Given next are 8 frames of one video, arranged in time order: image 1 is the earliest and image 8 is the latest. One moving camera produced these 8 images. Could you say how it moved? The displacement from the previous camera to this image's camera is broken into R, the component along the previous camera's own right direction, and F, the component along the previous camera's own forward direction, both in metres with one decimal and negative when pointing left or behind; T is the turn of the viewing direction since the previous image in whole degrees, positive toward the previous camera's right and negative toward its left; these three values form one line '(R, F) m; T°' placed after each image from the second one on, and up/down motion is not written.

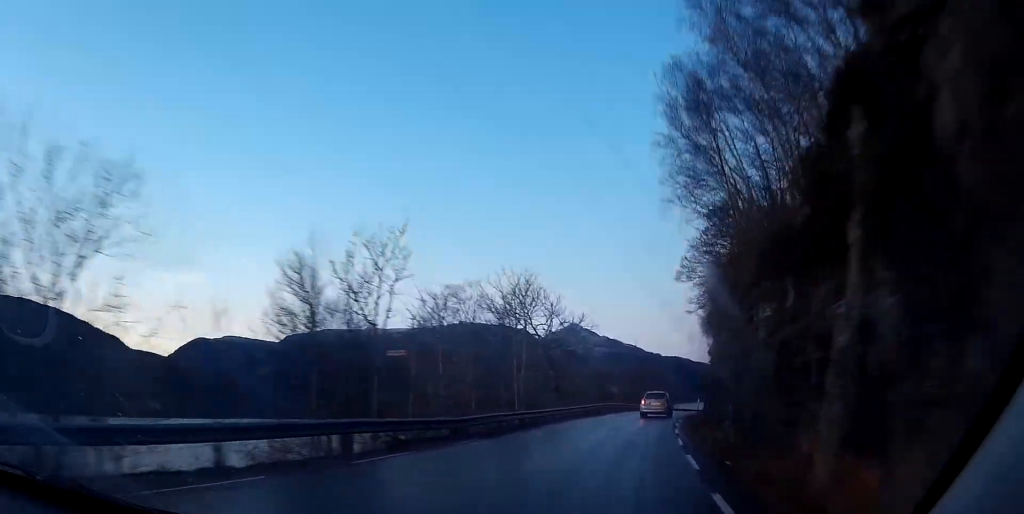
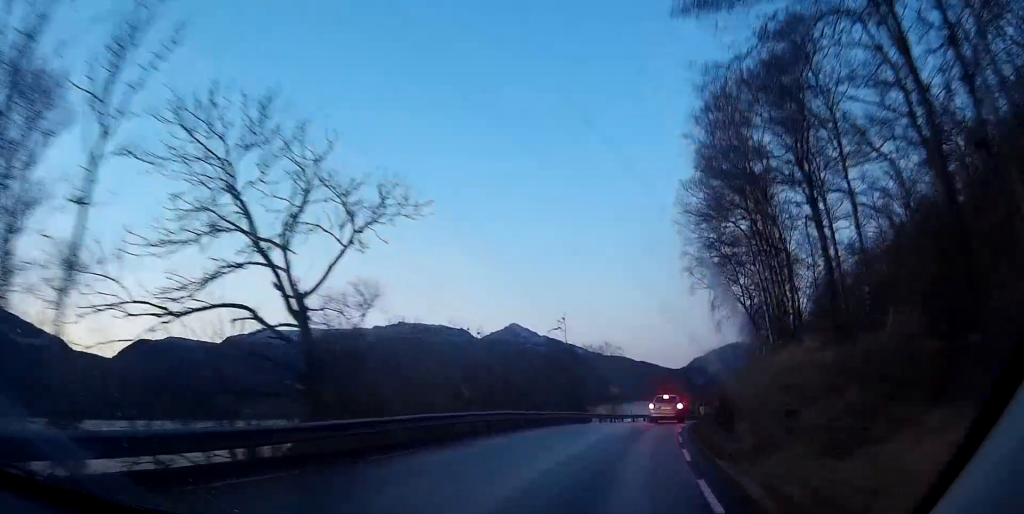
(+1.1, +35.5) m; +4°
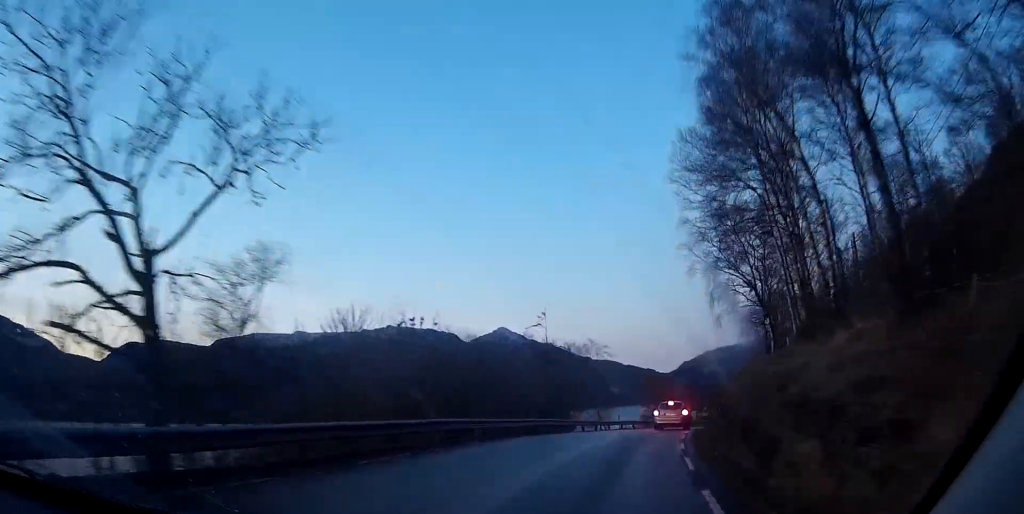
(-0.1, +6.8) m; +1°
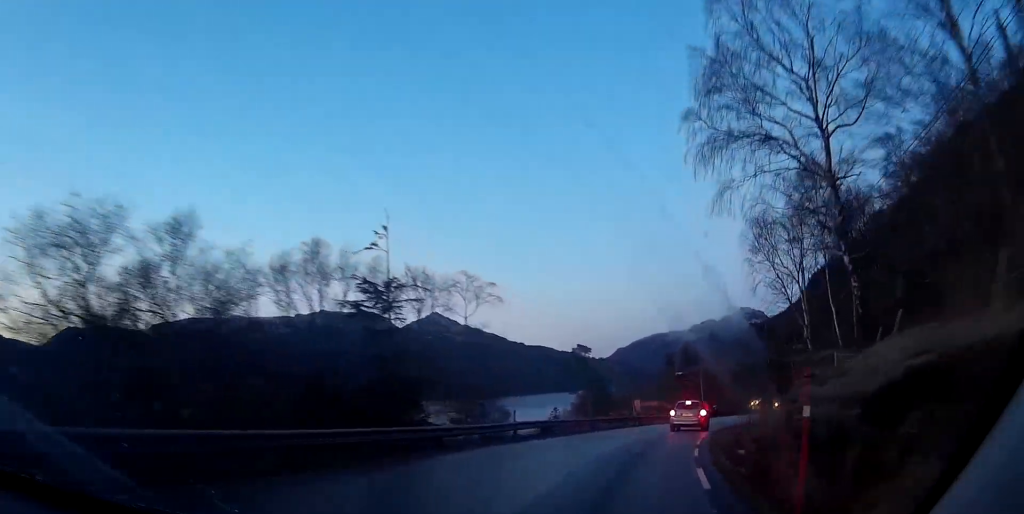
(+2.4, +27.1) m; +9°
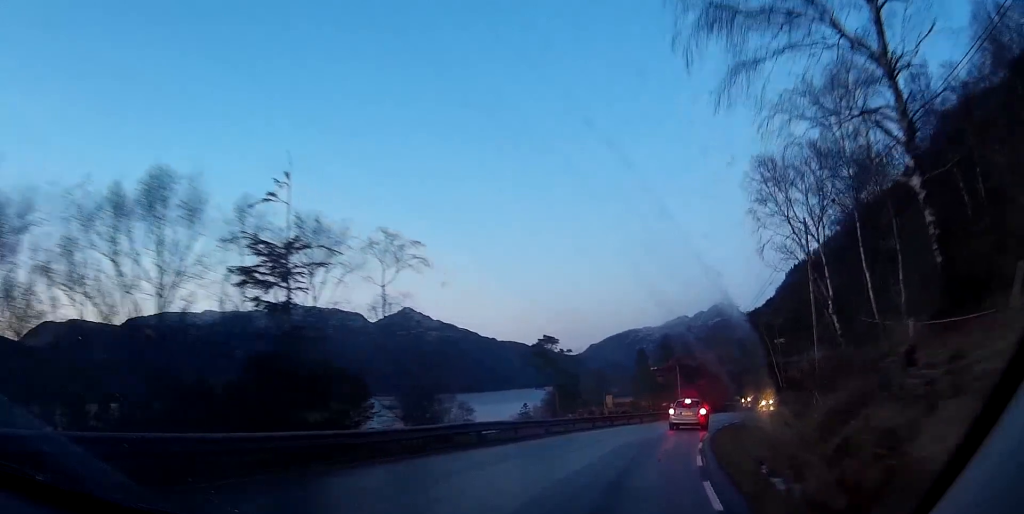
(+0.2, +8.1) m; +2°
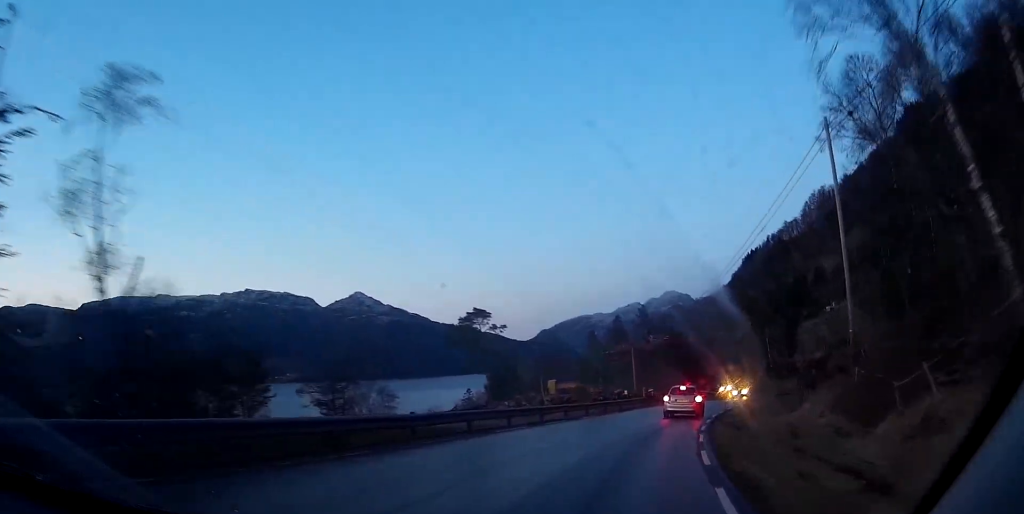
(+0.5, +14.1) m; +4°
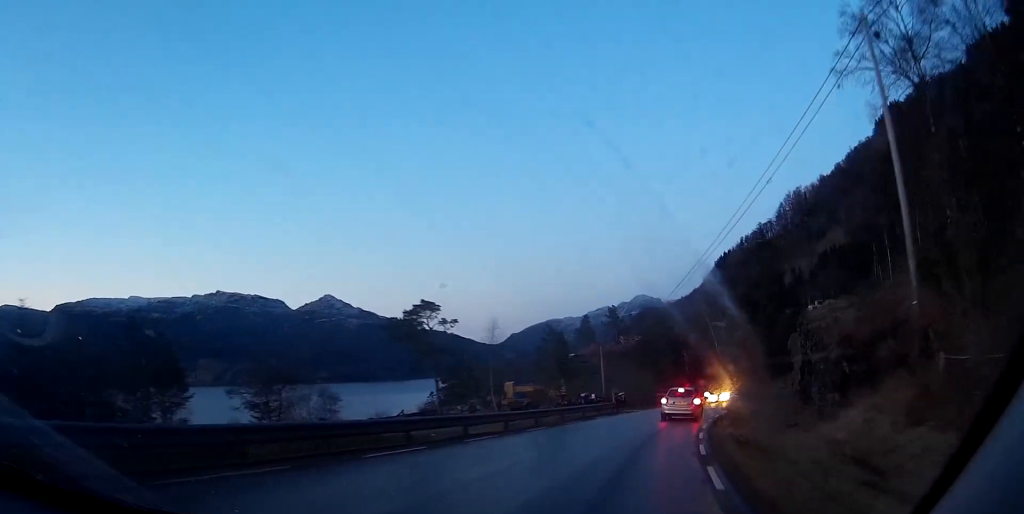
(+0.2, +8.9) m; +3°
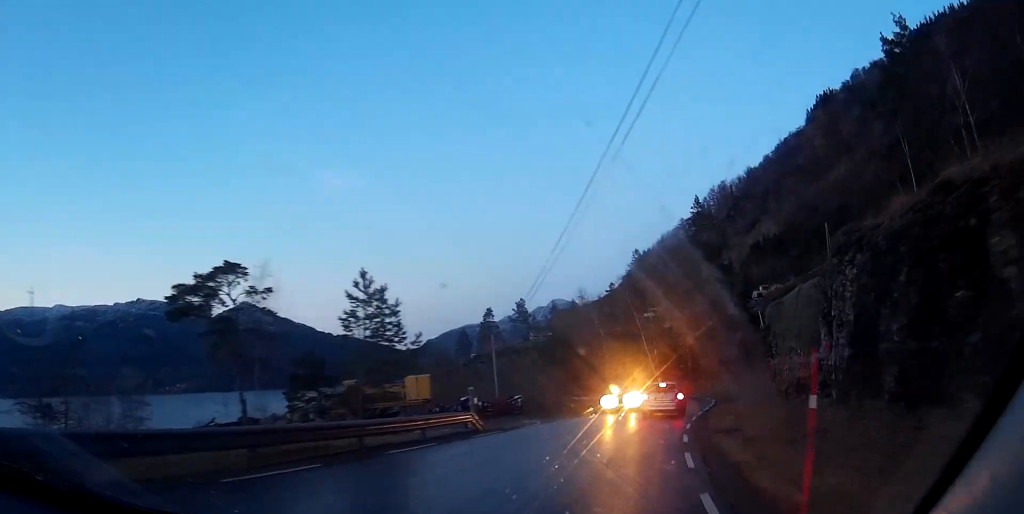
(+1.2, +22.2) m; +5°
